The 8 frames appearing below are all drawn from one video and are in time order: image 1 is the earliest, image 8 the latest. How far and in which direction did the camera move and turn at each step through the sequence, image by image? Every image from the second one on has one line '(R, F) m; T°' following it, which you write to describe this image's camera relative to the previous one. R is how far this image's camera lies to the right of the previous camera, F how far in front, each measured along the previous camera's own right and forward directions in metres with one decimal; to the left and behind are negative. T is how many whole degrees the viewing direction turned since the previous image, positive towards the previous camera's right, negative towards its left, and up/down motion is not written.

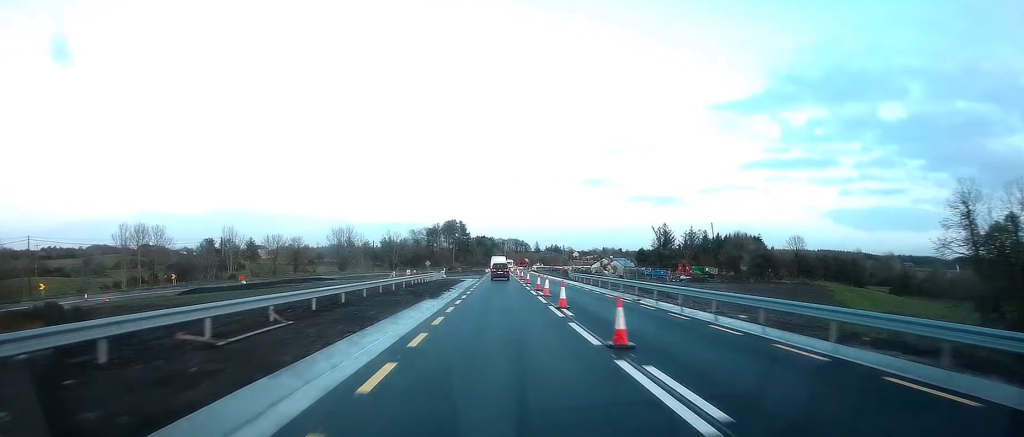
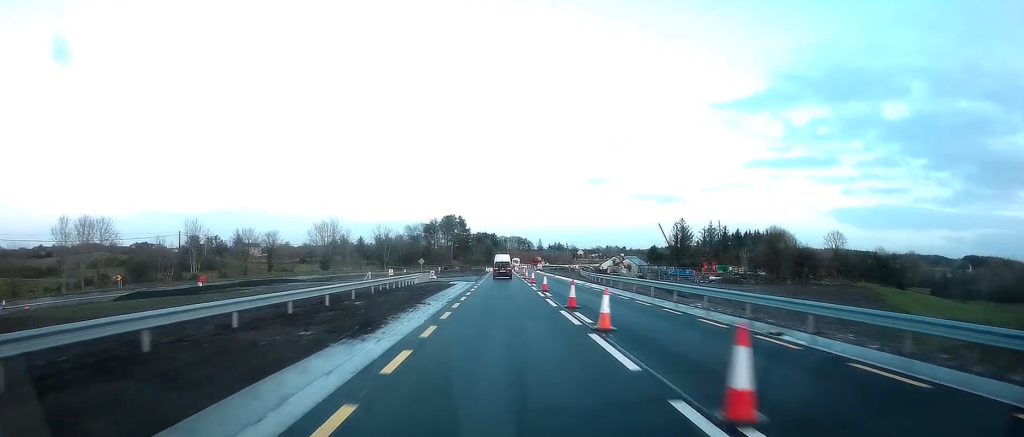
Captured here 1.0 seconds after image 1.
(-0.3, +14.6) m; -1°
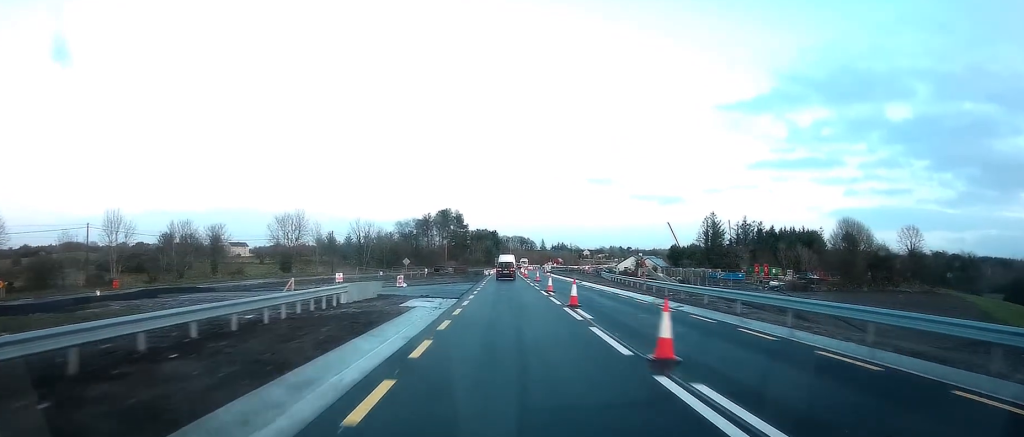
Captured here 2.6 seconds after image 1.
(+0.3, +22.4) m; +2°
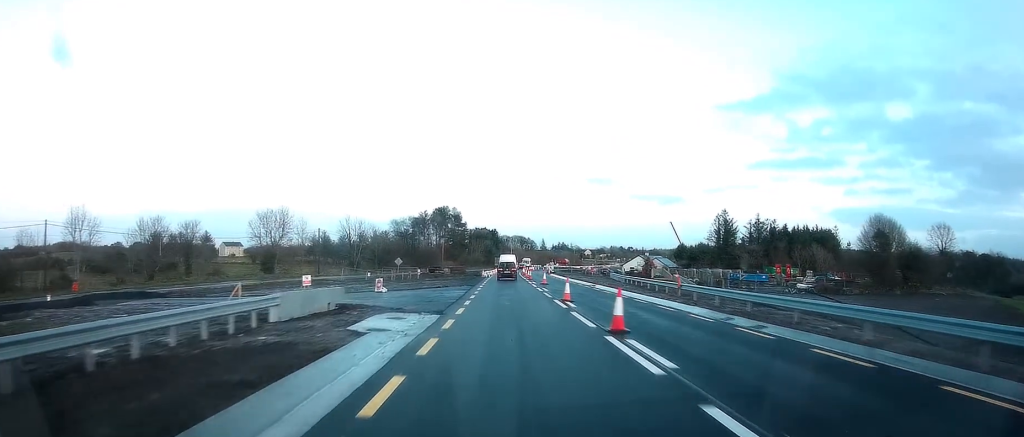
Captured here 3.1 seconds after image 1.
(0.0, +7.6) m; 0°
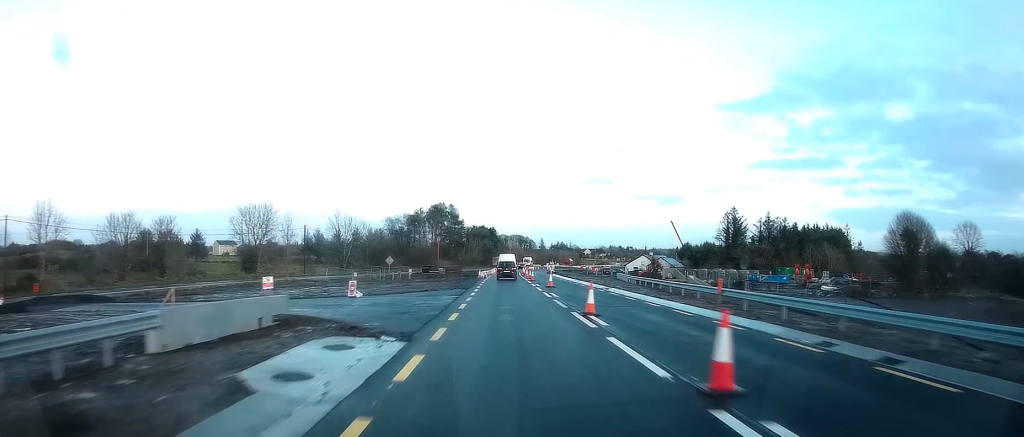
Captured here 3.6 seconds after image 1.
(0.0, +6.2) m; 0°
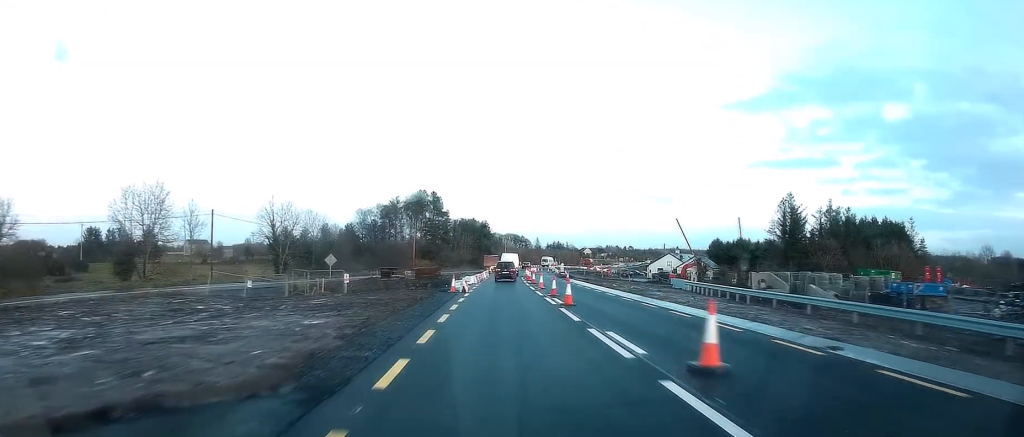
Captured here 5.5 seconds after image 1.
(-0.1, +28.0) m; -2°
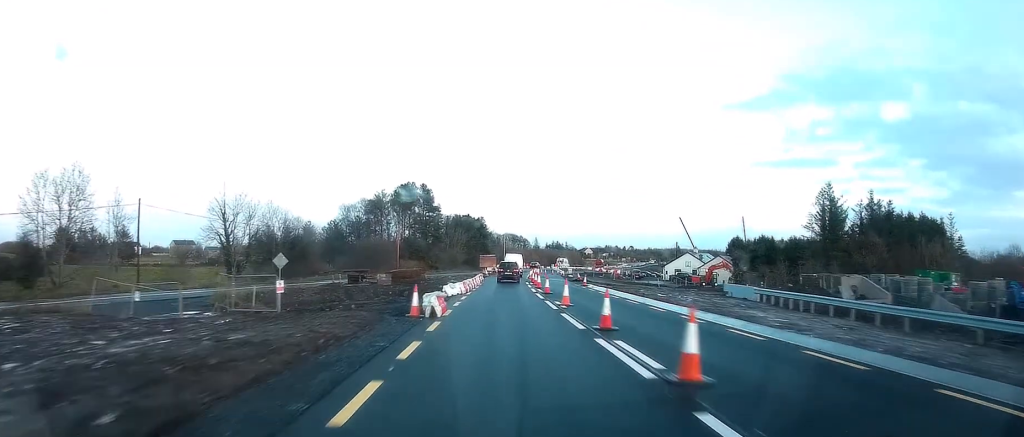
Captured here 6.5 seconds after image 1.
(-0.4, +13.7) m; +1°
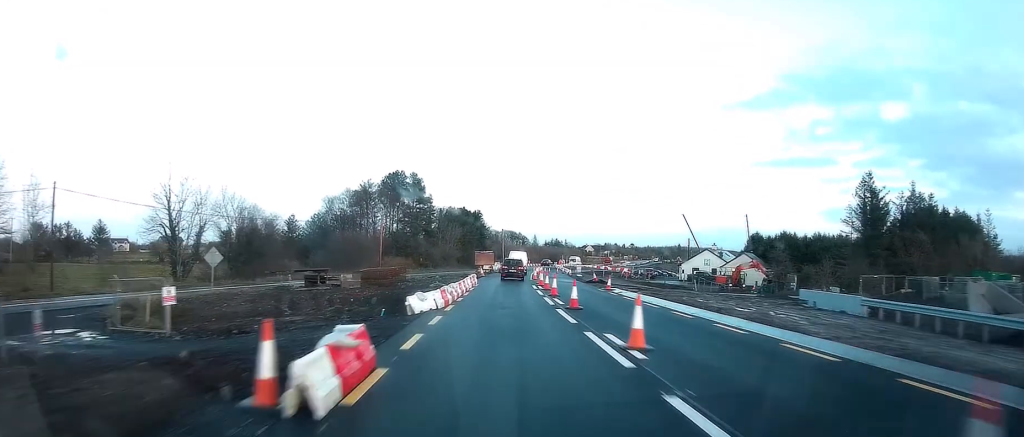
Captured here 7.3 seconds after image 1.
(+0.3, +11.2) m; +3°
